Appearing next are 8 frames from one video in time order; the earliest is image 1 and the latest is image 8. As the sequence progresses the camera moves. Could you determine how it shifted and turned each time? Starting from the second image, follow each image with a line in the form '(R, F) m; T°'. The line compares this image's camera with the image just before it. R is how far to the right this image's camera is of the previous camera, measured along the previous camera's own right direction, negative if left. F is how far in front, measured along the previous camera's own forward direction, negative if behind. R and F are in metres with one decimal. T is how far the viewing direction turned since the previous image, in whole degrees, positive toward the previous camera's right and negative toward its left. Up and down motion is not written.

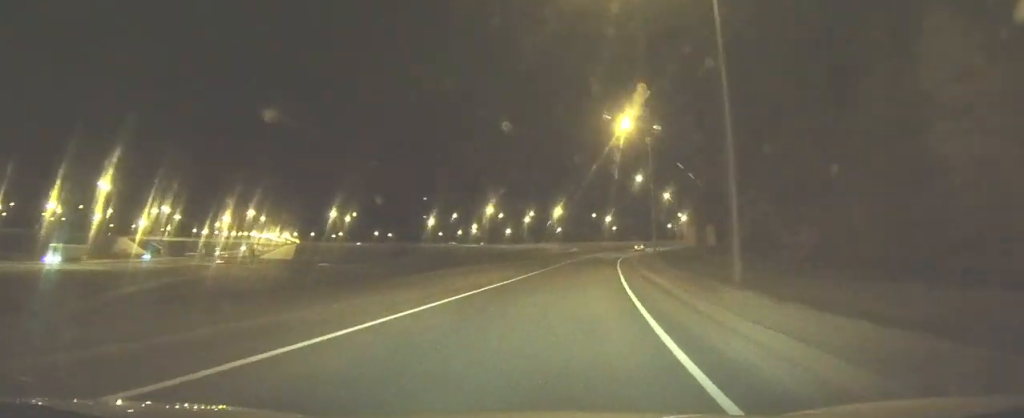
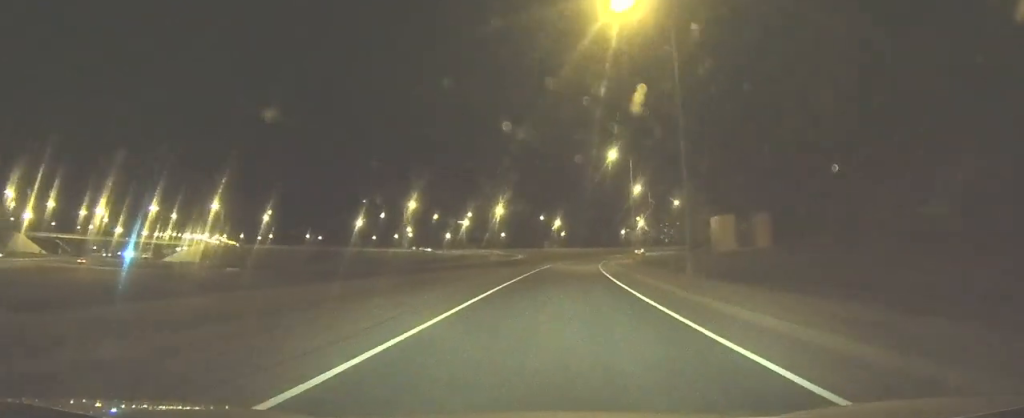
(+1.5, +31.3) m; +5°
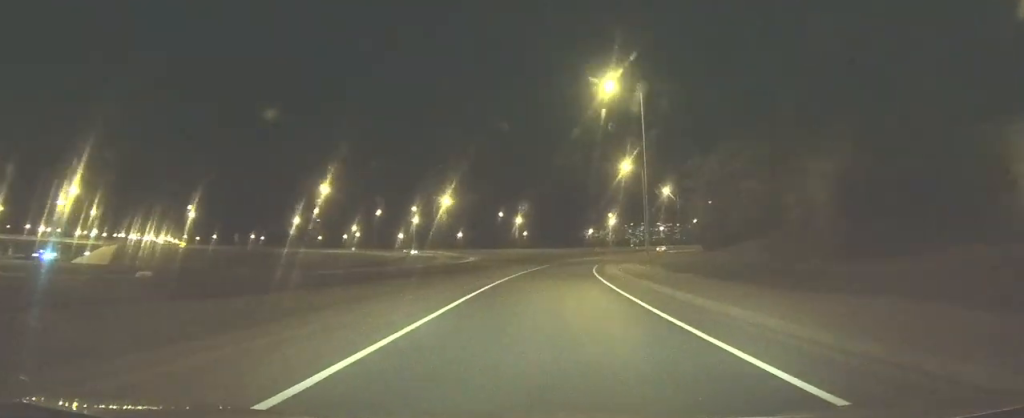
(+1.7, +29.5) m; +5°
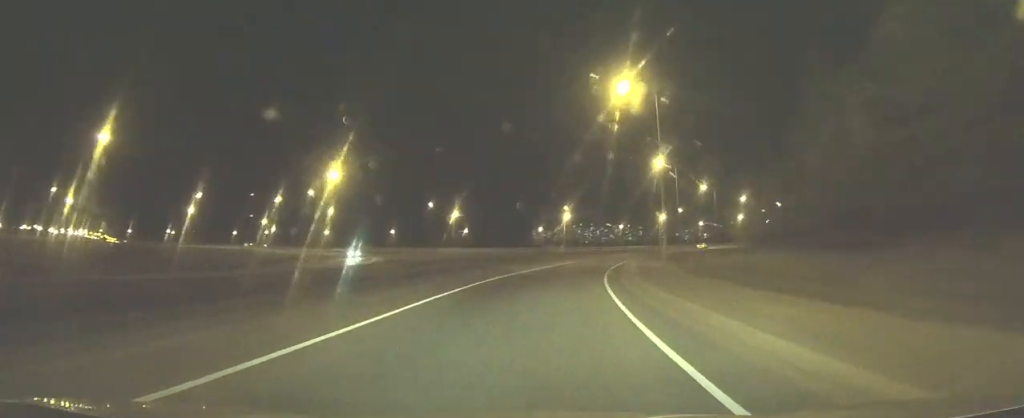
(+2.5, +41.0) m; +7°
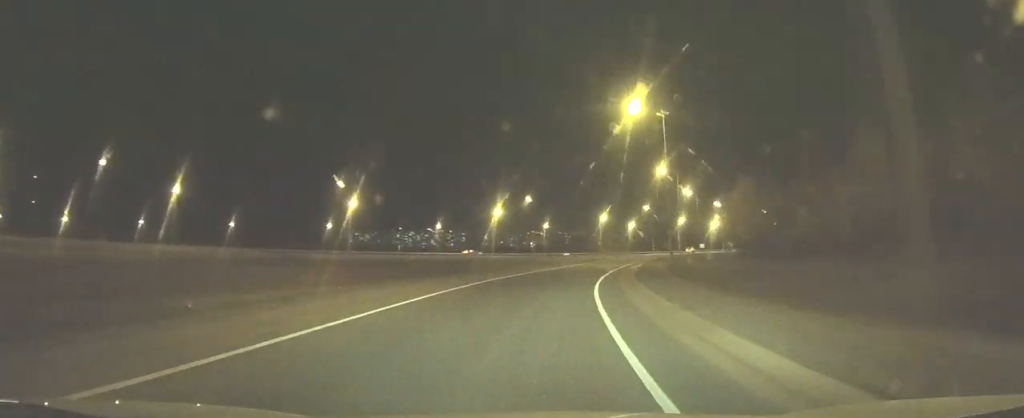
(+9.0, +80.5) m; +14°
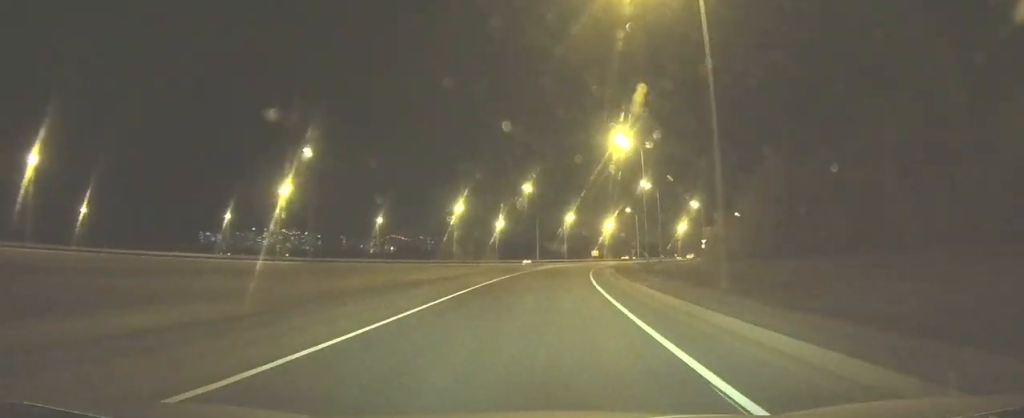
(+7.2, +69.2) m; +11°
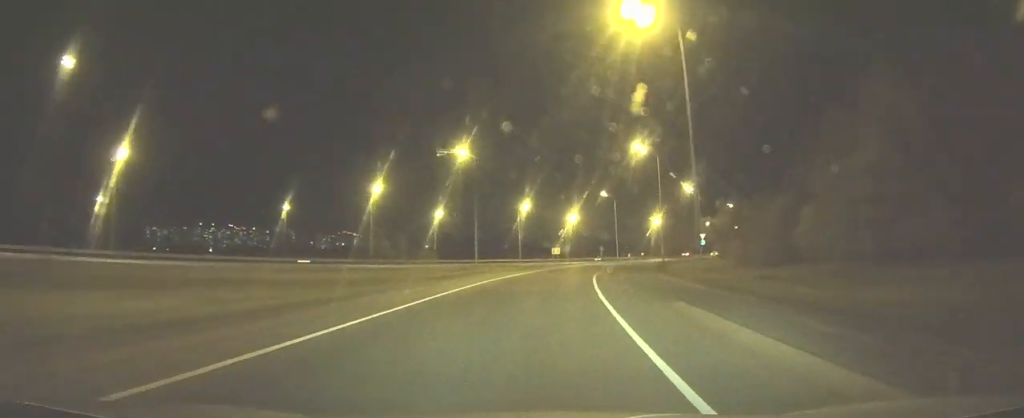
(+2.1, +34.0) m; +6°
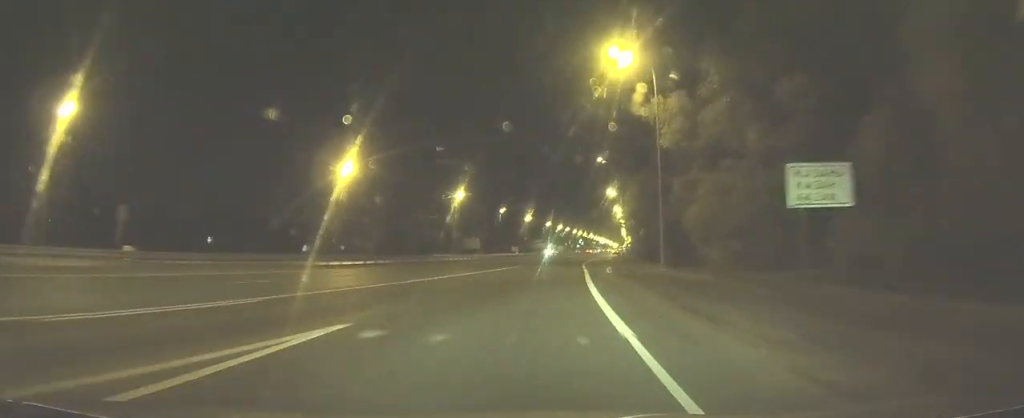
(+25.2, +118.6) m; +22°
